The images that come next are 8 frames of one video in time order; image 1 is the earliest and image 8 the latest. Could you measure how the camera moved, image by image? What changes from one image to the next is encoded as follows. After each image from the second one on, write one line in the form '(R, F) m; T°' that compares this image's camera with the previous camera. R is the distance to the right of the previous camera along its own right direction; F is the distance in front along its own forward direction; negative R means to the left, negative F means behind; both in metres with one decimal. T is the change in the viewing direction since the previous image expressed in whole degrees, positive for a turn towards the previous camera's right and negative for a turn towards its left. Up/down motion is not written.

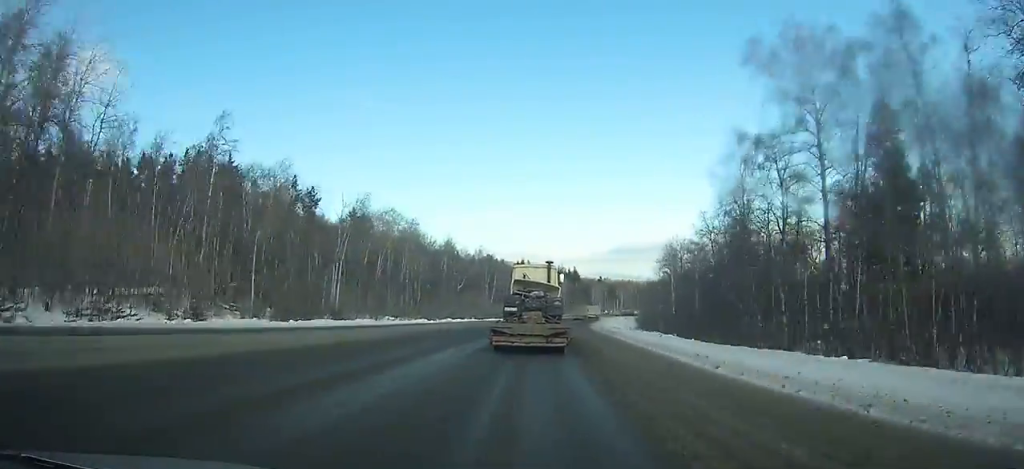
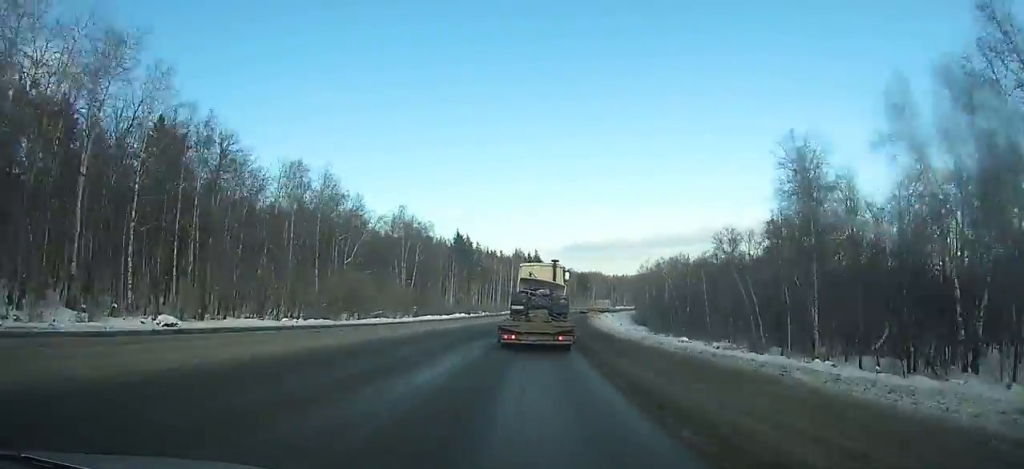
(+2.6, +64.2) m; +4°
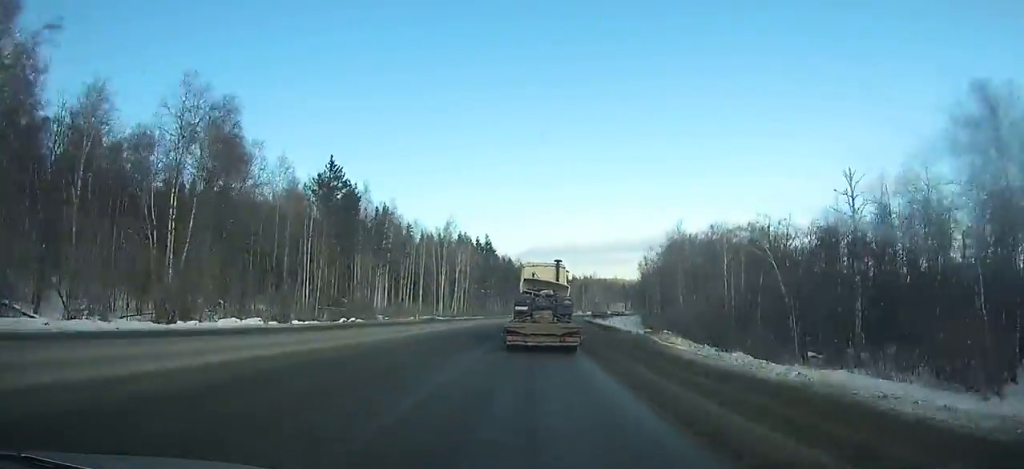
(+2.4, +62.7) m; +4°
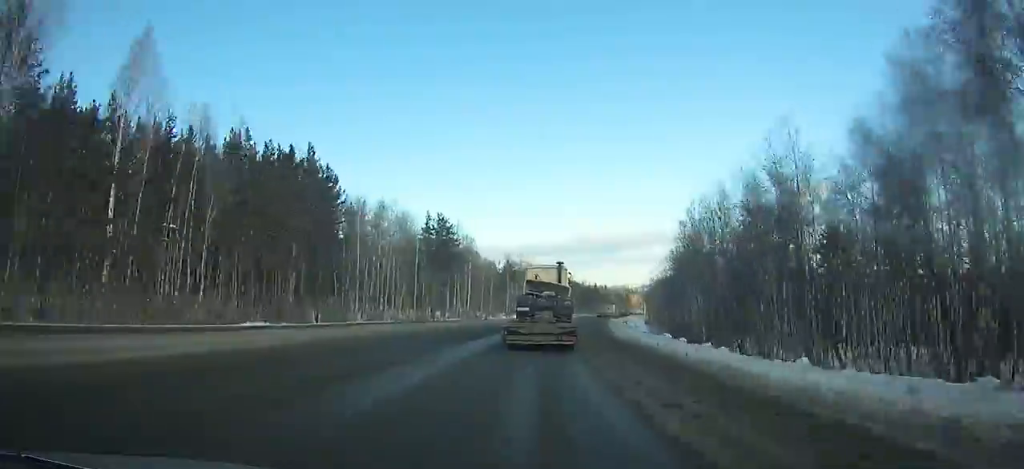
(+7.2, +101.4) m; +9°
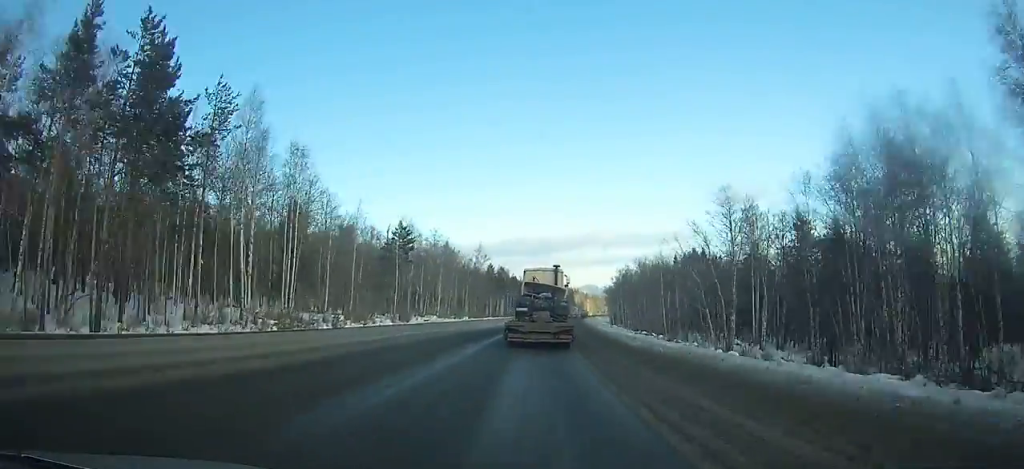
(+3.6, +63.7) m; +5°
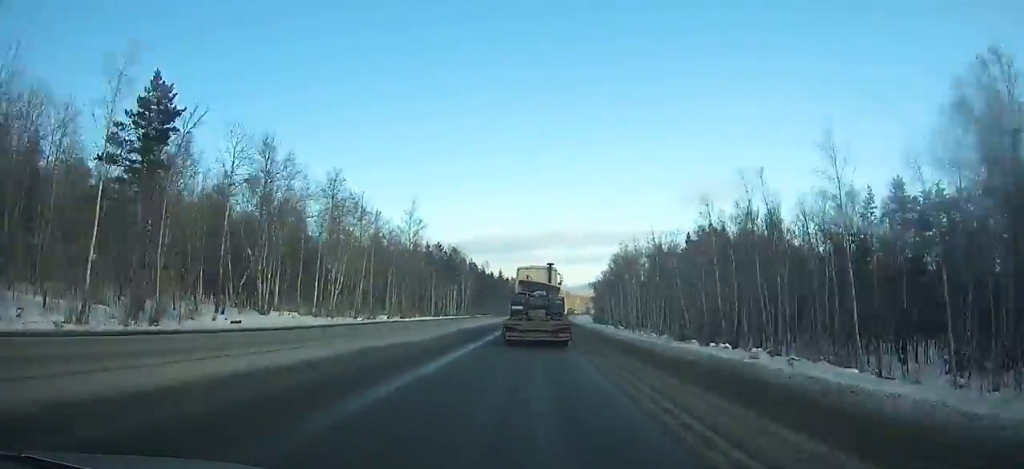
(+1.6, +52.4) m; +2°
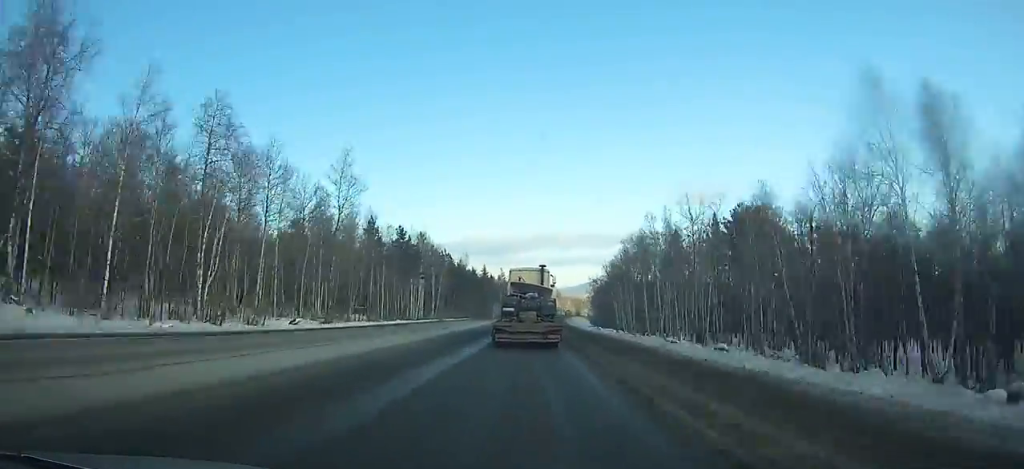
(+0.3, +29.6) m; +1°
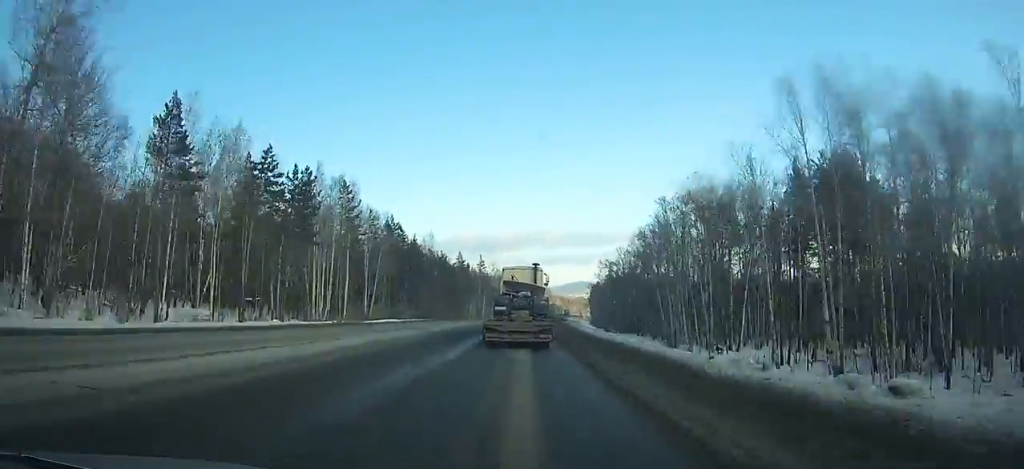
(+0.4, +42.9) m; +1°
